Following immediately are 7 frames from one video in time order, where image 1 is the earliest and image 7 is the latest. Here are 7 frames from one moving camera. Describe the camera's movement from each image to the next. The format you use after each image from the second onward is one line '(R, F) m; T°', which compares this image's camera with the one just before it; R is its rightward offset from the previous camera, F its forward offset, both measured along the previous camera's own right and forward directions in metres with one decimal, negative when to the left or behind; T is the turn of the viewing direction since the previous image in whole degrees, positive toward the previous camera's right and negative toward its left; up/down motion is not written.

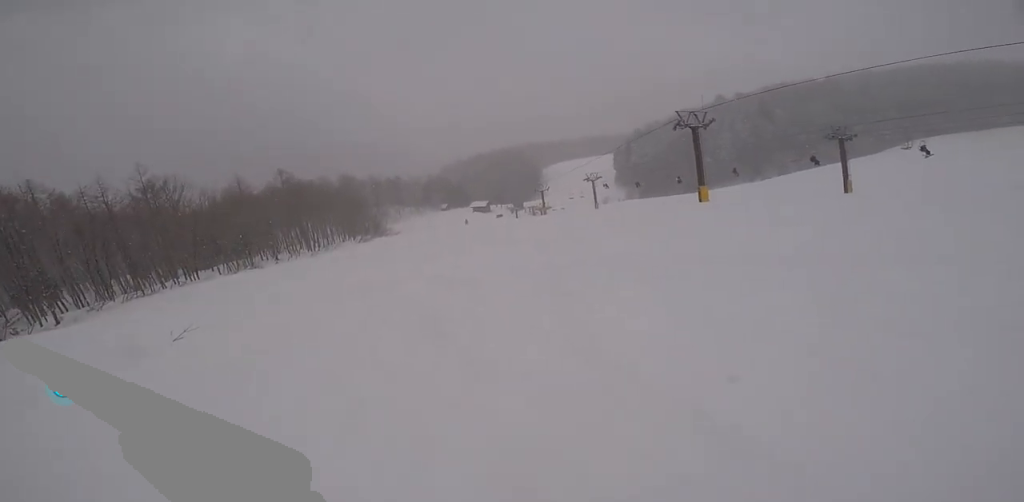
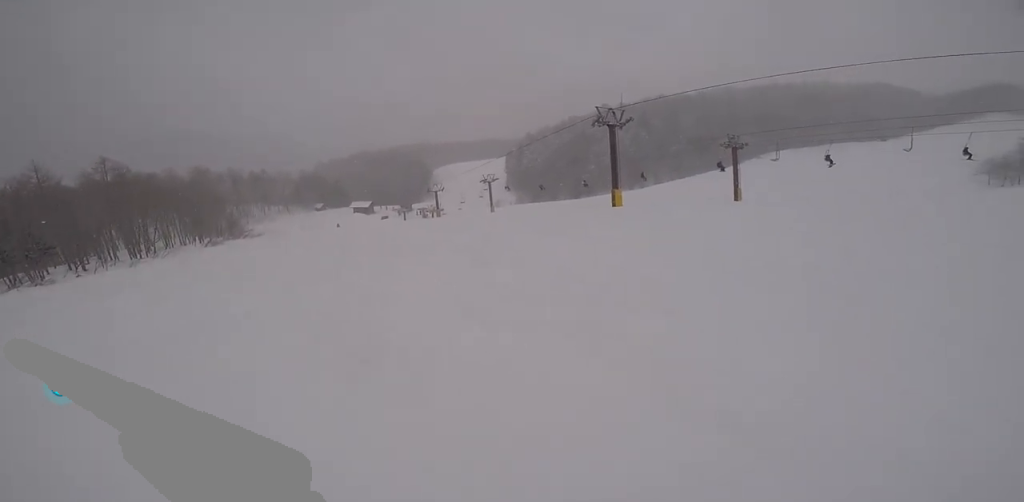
(+0.7, +5.4) m; +4°
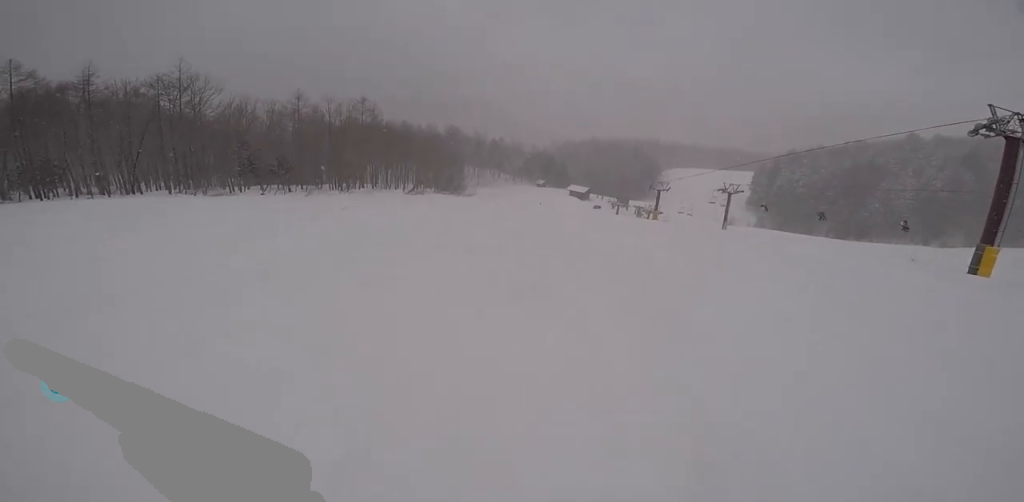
(-1.1, +8.7) m; -18°
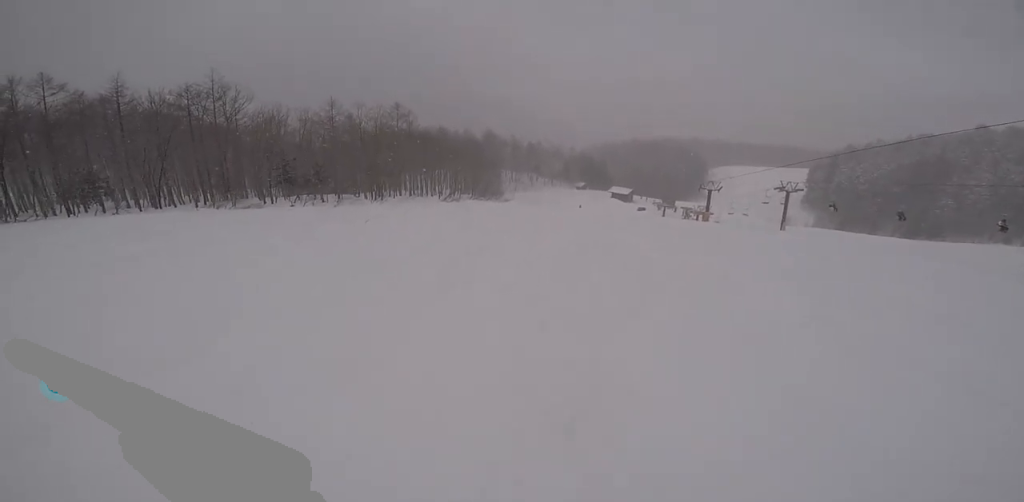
(-0.6, +2.1) m; 0°
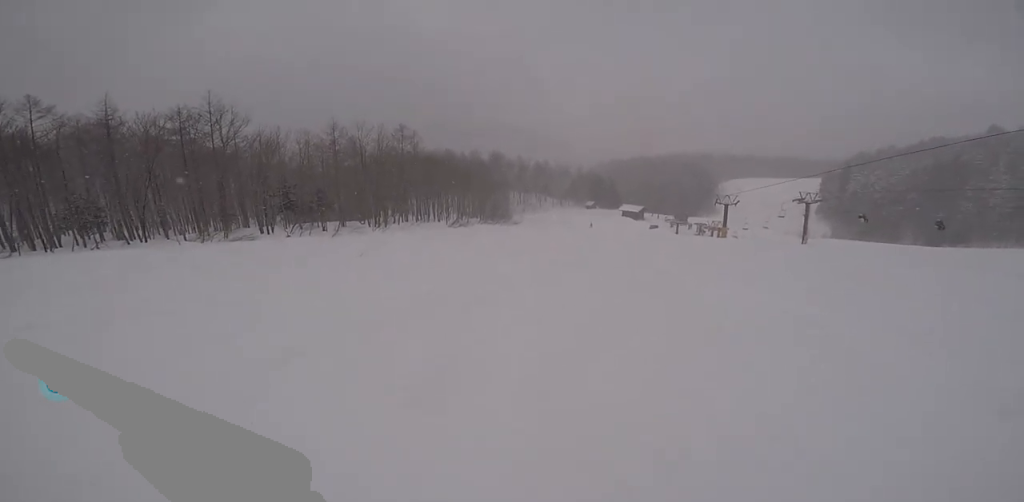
(-0.3, +2.2) m; +3°
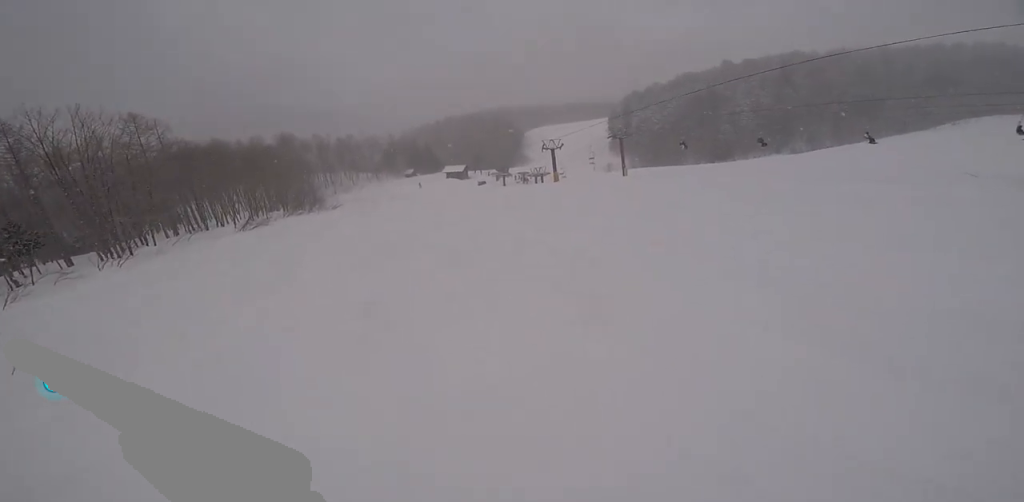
(+2.3, +6.7) m; +31°
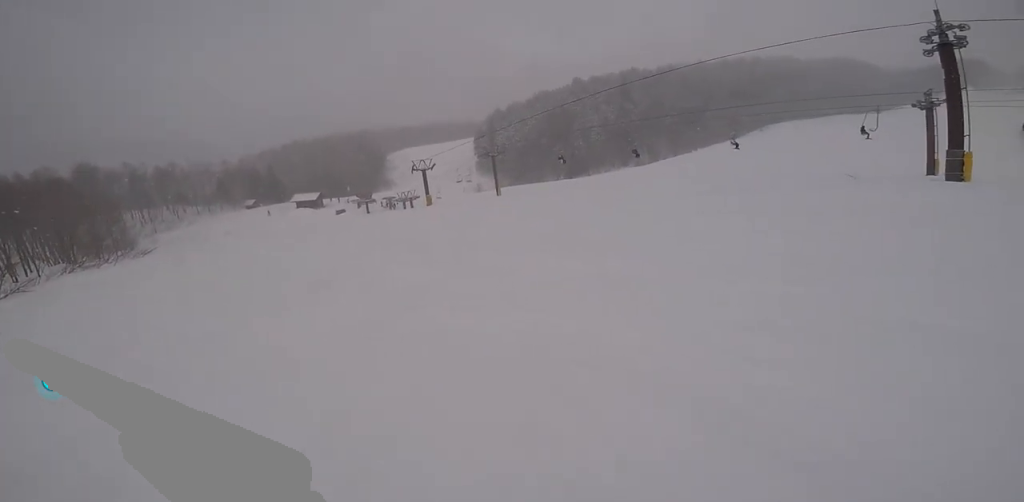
(+0.6, +4.4) m; +9°
